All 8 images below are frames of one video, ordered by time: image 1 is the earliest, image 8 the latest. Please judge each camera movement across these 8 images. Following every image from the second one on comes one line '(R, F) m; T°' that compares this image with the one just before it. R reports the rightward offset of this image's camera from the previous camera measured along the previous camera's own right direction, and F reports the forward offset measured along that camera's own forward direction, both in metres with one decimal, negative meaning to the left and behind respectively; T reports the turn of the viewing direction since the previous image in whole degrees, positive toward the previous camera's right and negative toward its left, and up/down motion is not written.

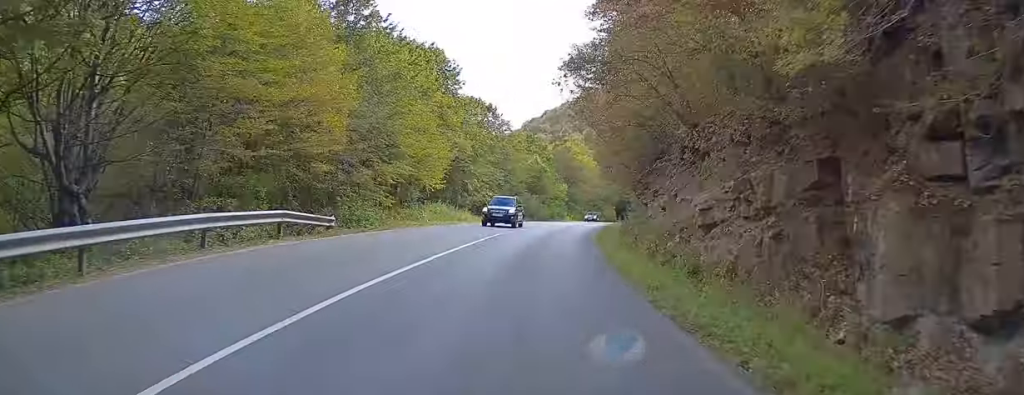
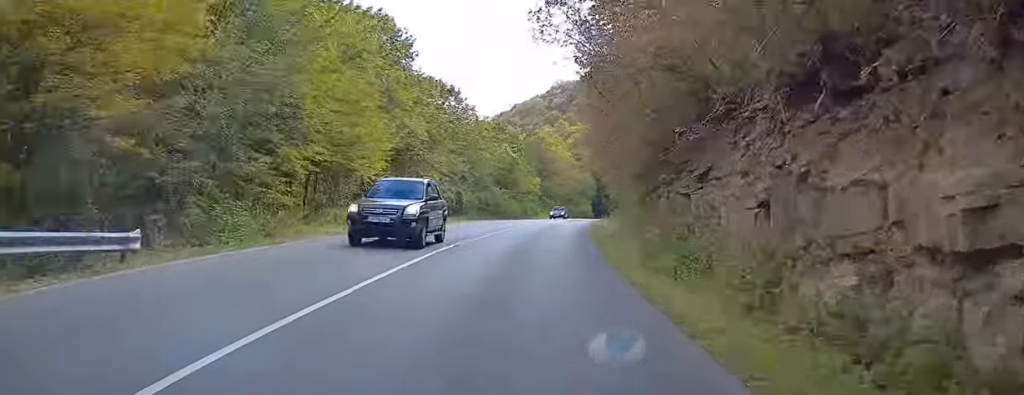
(0.0, +10.2) m; +2°
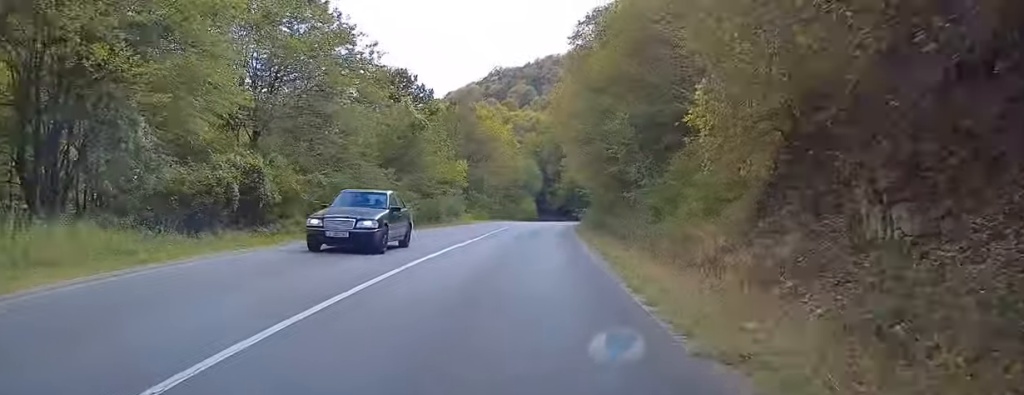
(+2.0, +31.1) m; +6°
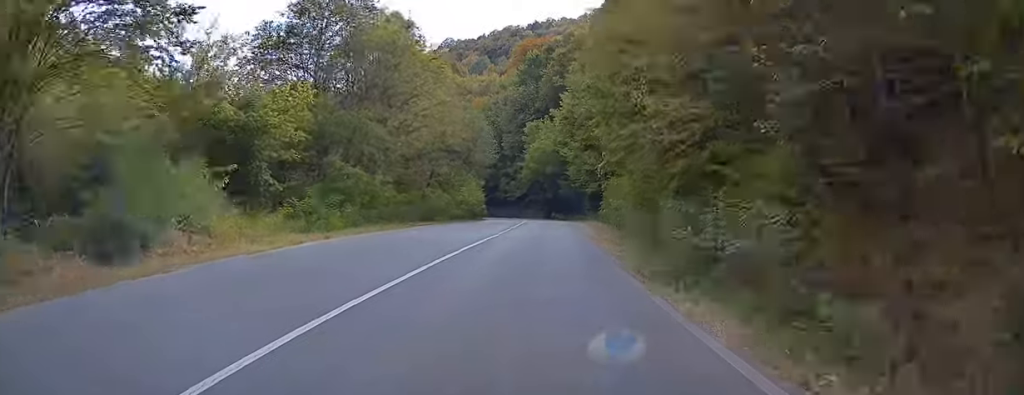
(+1.8, +40.4) m; +5°
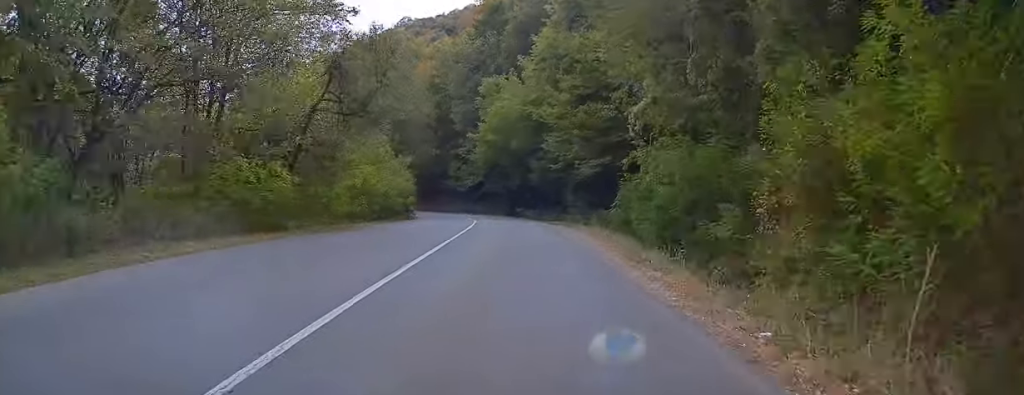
(+0.4, +23.1) m; +2°
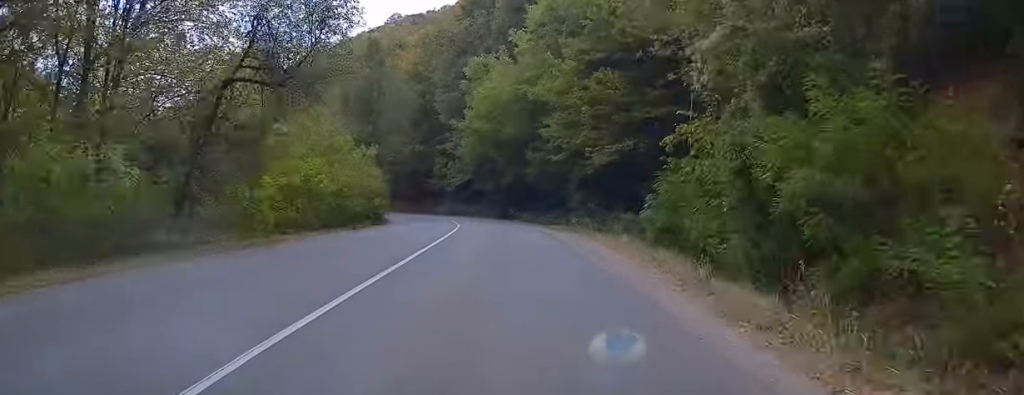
(0.0, +7.8) m; 0°
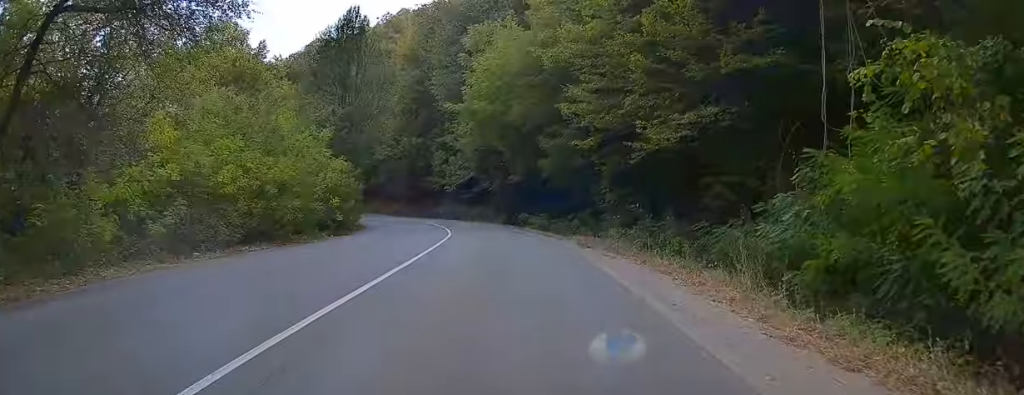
(+0.1, +9.1) m; 0°
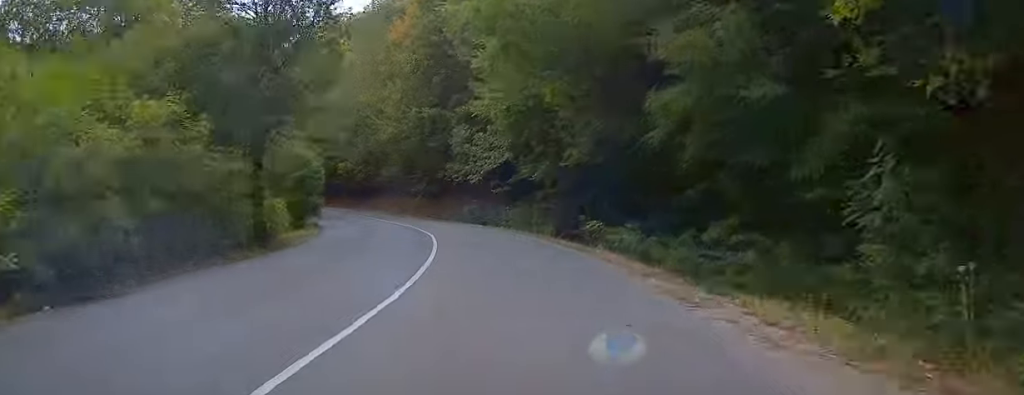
(0.0, +17.8) m; -4°
